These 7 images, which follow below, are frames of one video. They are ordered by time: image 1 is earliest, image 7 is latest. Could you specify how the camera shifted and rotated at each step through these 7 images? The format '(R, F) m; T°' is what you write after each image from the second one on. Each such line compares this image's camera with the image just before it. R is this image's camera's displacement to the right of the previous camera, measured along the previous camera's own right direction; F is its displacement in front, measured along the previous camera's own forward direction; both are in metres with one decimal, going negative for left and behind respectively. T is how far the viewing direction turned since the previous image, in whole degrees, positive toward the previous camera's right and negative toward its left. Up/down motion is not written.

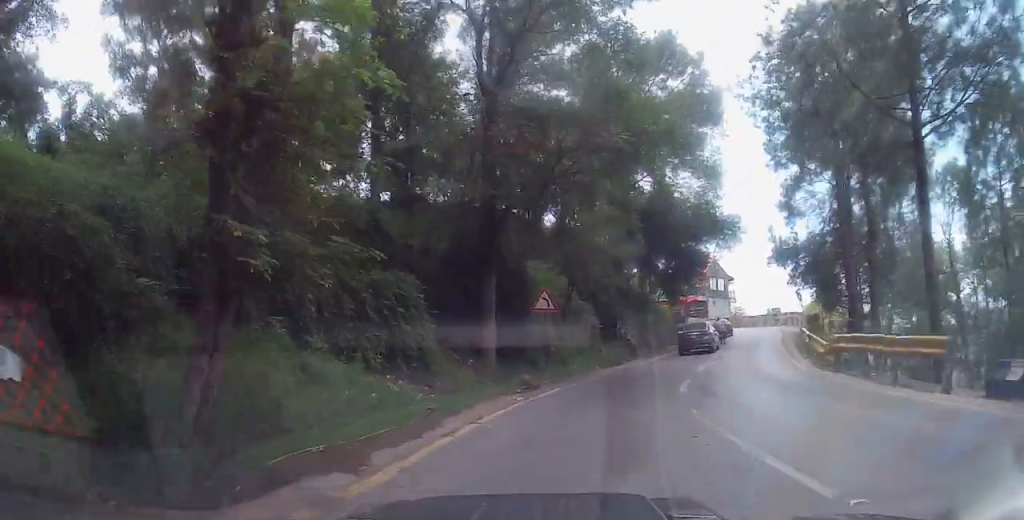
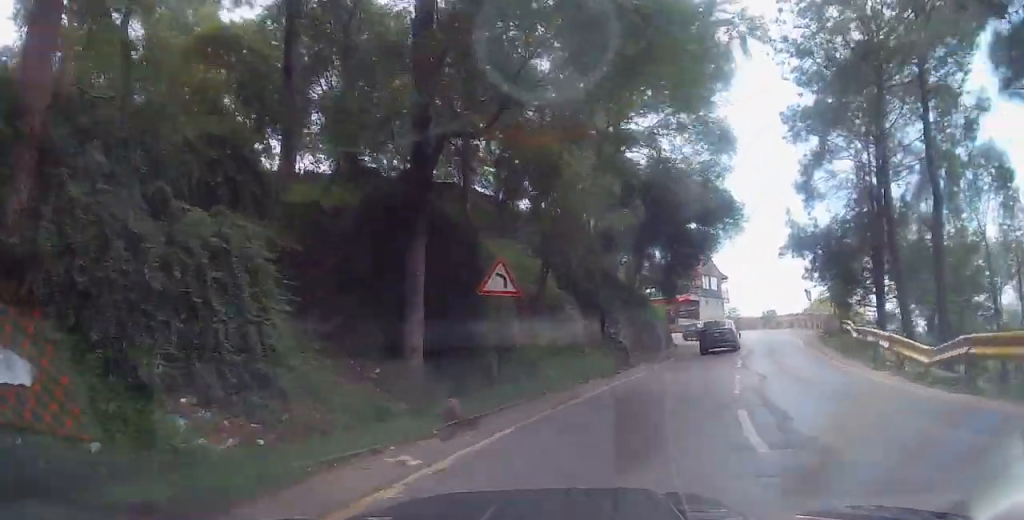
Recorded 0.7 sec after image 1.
(-0.3, +7.3) m; -1°
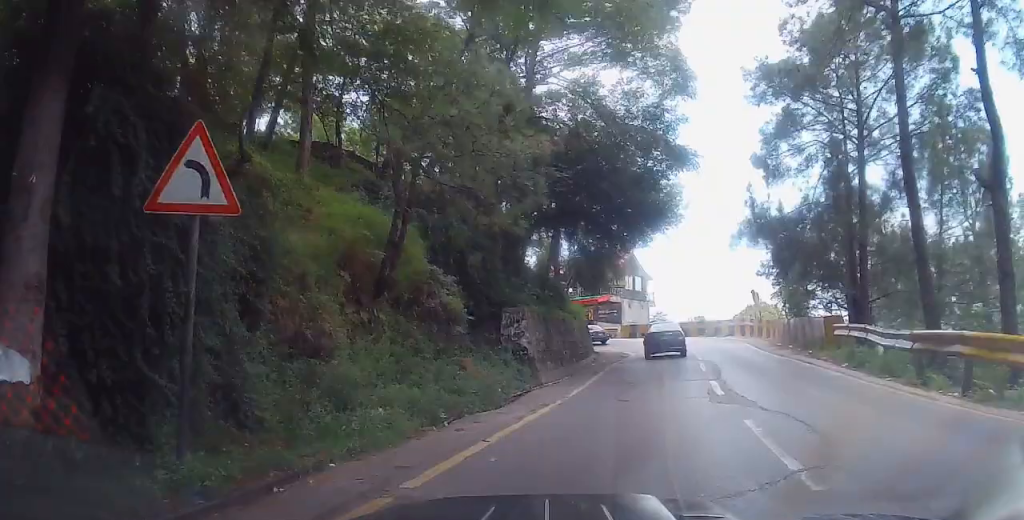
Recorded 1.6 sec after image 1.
(+0.1, +8.2) m; +4°
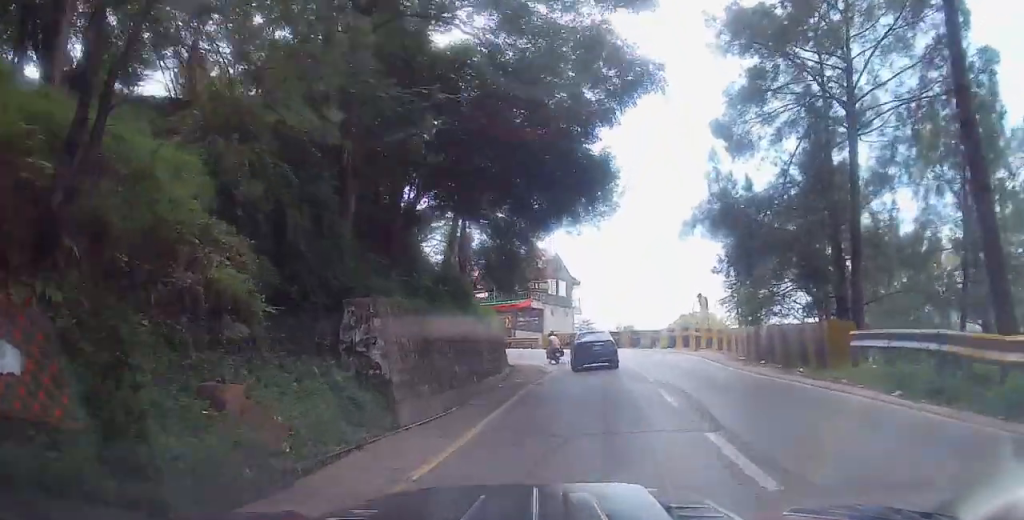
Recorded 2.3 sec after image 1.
(0.0, +7.1) m; +5°
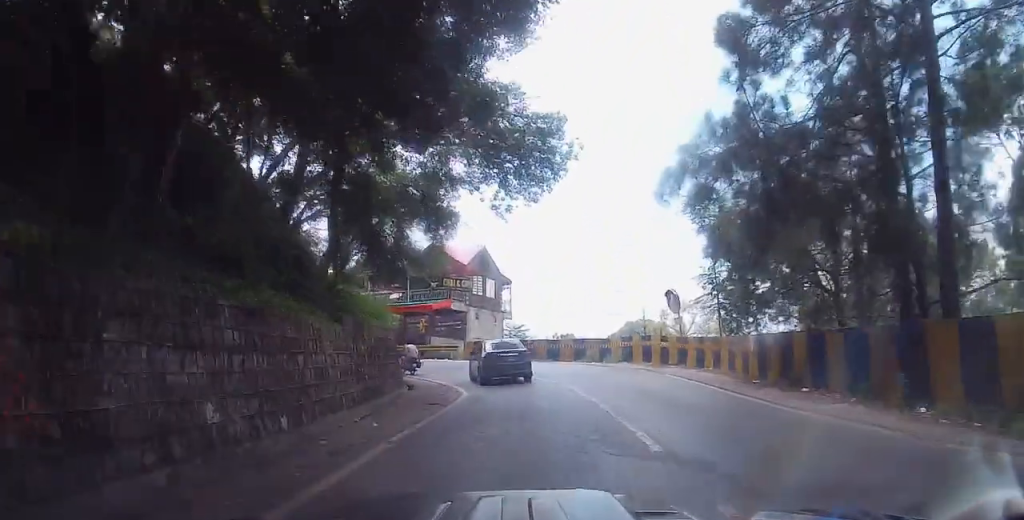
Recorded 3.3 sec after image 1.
(+0.9, +9.5) m; +6°
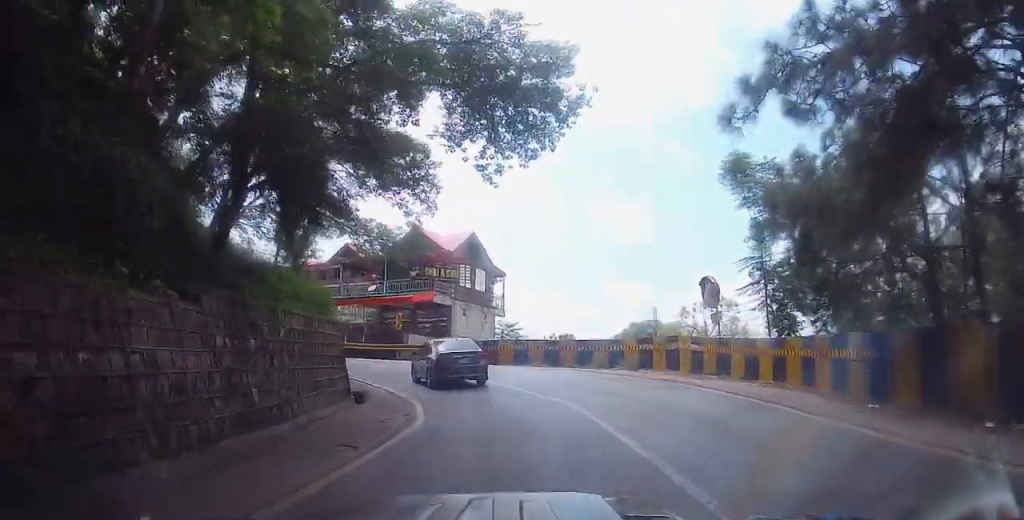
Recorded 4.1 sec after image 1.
(0.0, +6.5) m; -1°
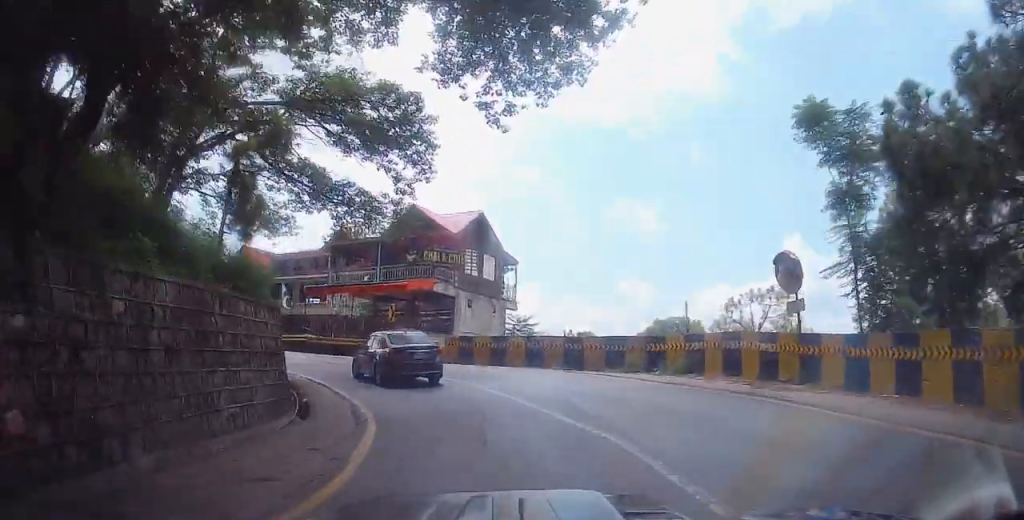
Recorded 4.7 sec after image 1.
(-0.1, +5.5) m; -2°
